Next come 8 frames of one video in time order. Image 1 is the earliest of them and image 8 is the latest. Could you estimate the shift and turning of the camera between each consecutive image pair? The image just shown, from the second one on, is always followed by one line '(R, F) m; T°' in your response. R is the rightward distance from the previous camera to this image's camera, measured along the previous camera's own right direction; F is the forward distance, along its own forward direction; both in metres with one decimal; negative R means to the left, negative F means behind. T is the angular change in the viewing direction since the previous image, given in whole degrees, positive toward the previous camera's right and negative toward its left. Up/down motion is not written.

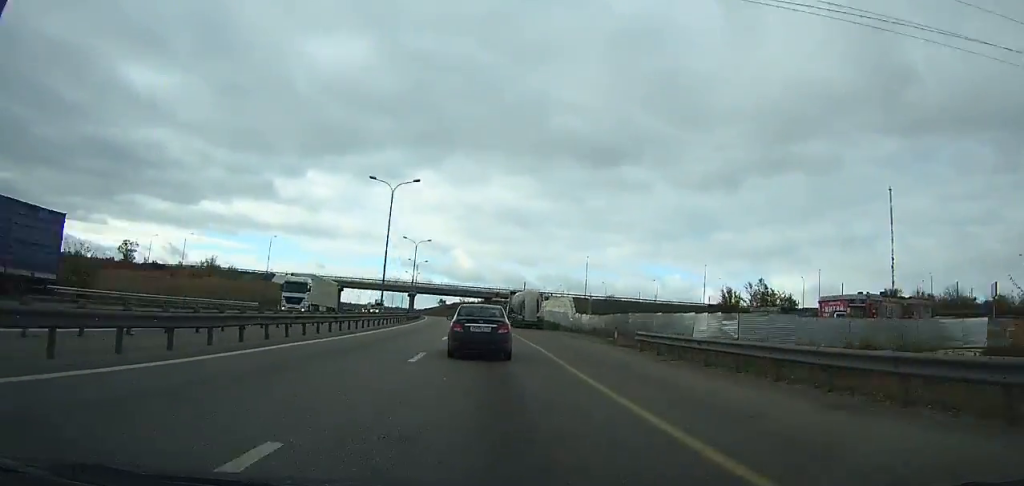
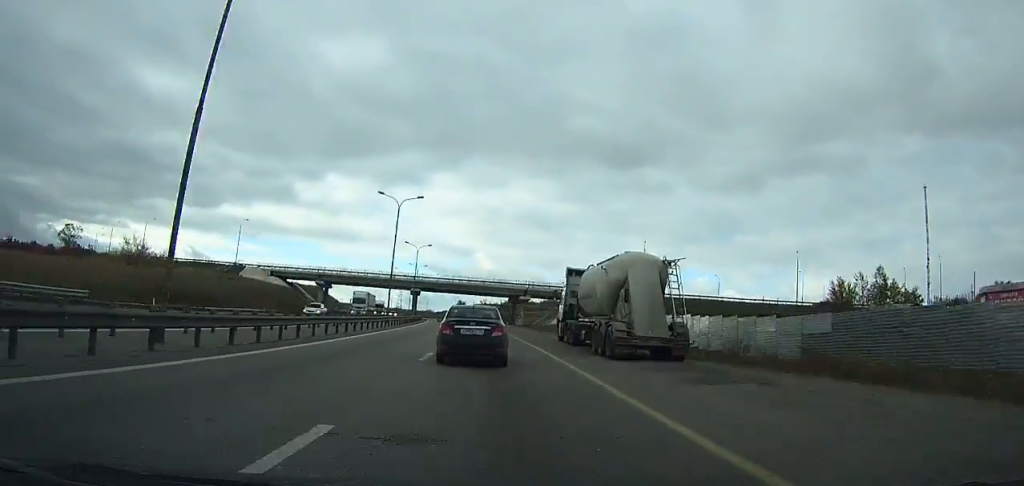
(-0.8, +35.1) m; -2°
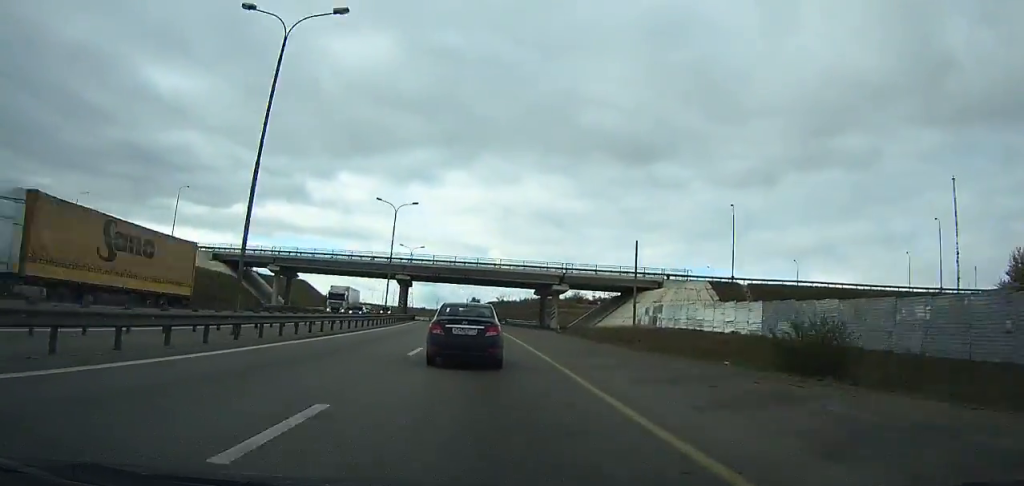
(-0.4, +34.9) m; -2°
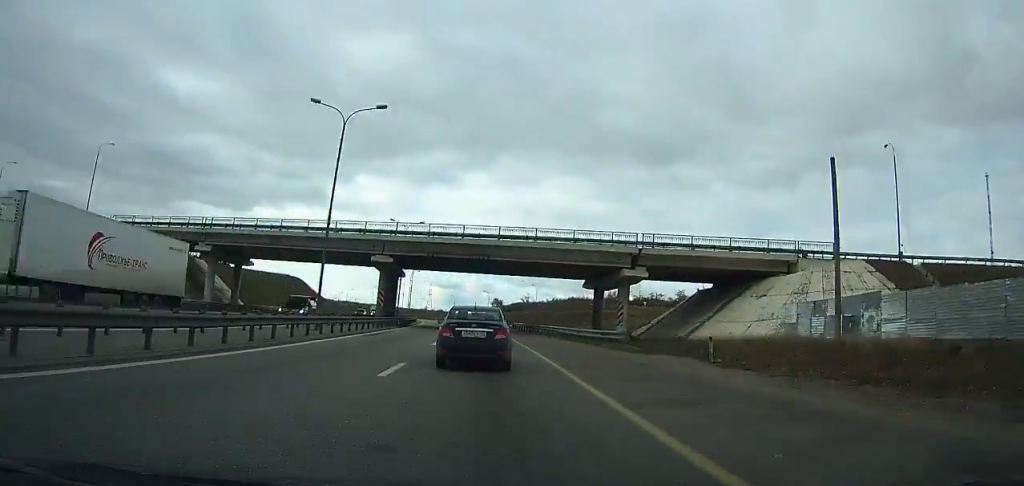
(-0.8, +29.5) m; -2°
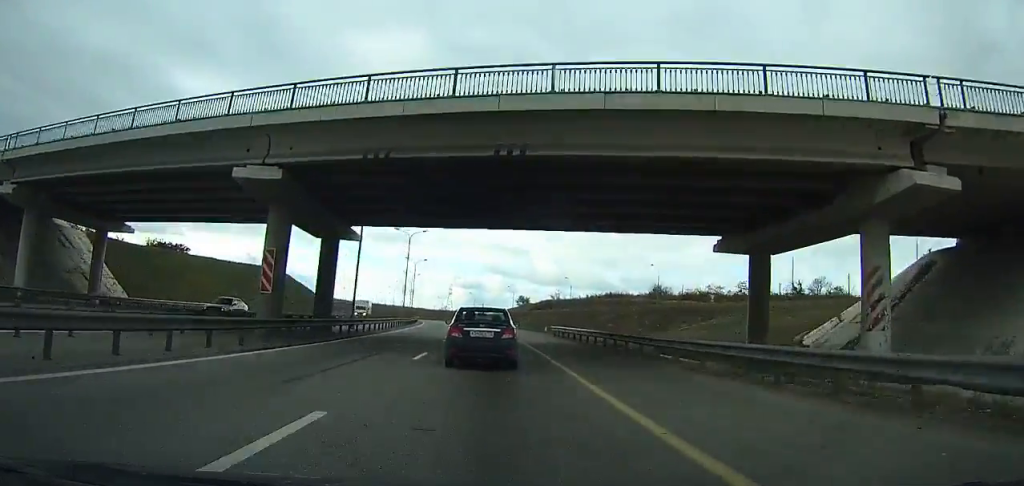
(-0.4, +31.1) m; -2°
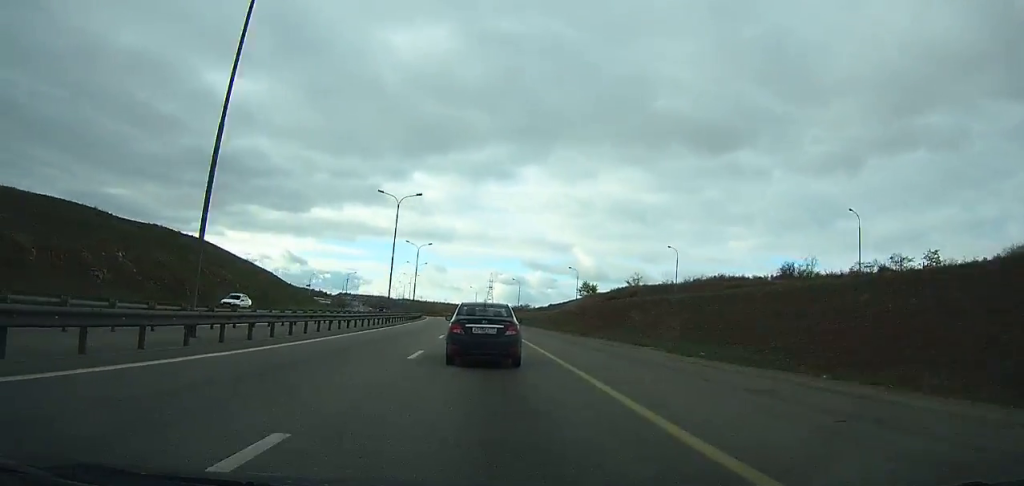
(-2.1, +58.5) m; -4°
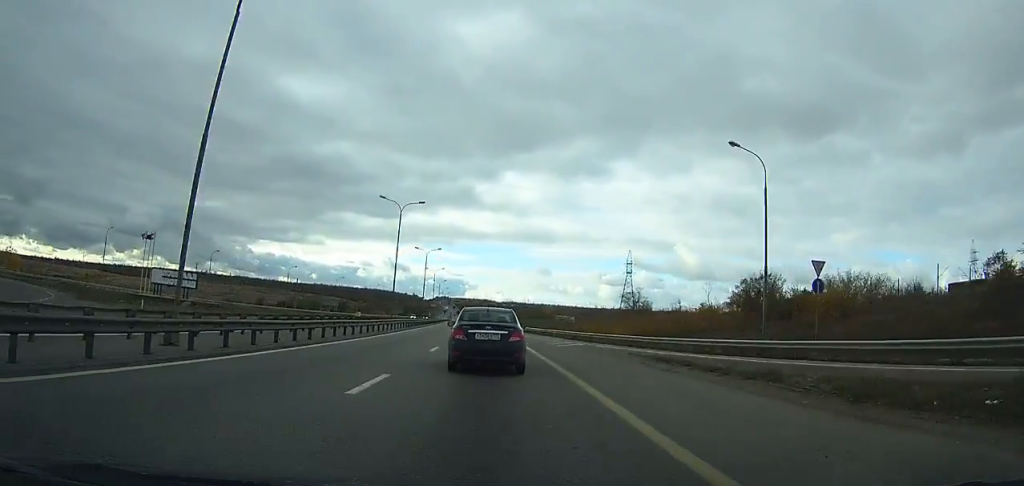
(-14.3, +161.5) m; -10°
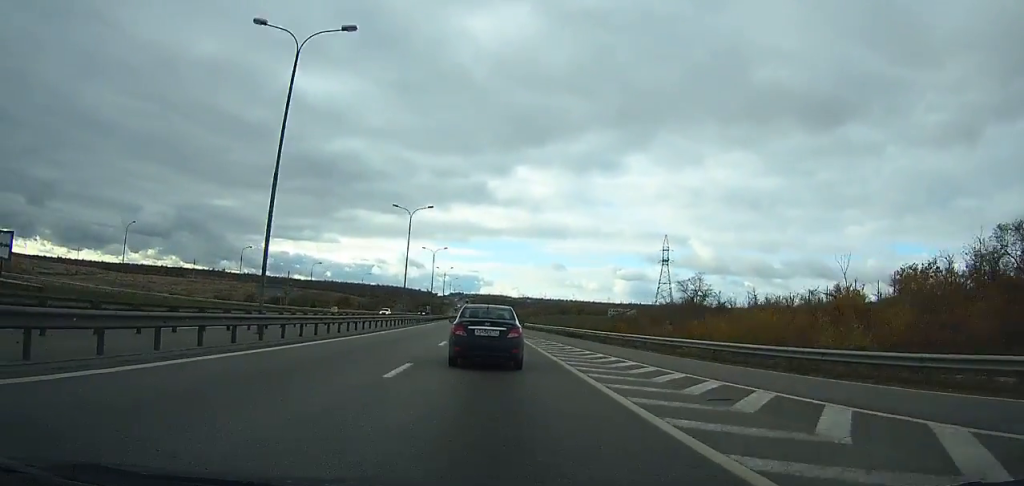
(-0.4, +35.9) m; -2°
